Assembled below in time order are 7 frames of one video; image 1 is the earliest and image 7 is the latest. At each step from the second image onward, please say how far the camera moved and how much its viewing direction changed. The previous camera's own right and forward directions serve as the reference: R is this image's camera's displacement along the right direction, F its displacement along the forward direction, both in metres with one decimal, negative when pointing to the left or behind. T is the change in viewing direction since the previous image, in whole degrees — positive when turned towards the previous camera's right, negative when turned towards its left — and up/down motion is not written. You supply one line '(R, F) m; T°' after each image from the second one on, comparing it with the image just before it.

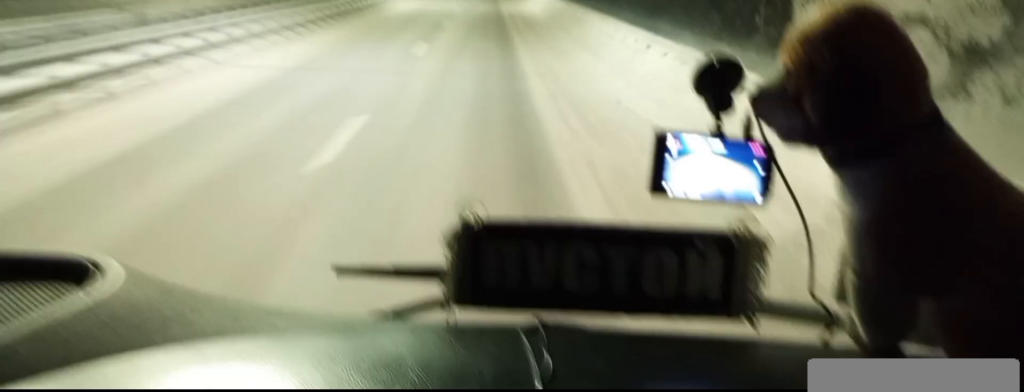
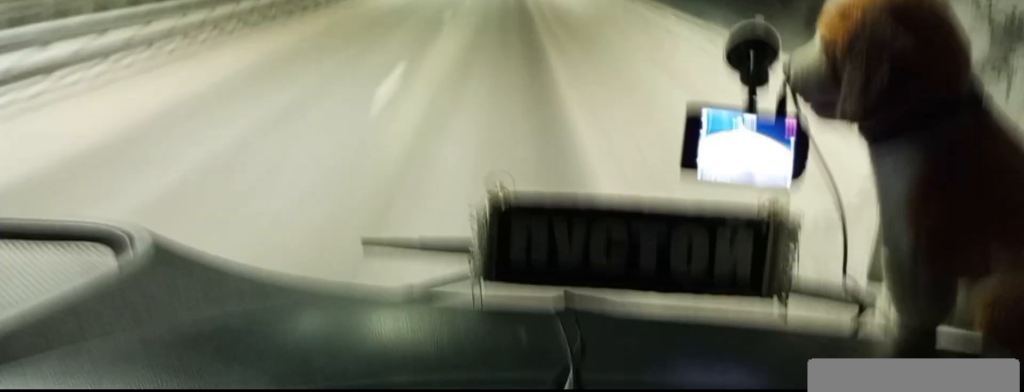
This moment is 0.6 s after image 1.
(+0.1, +13.6) m; +1°
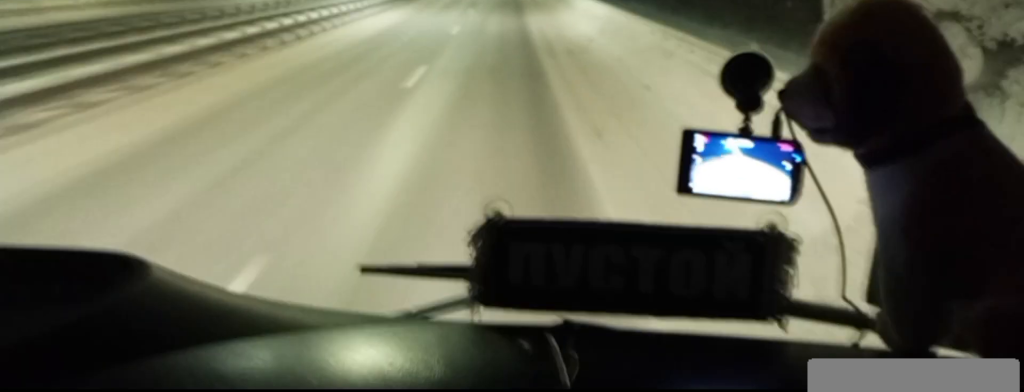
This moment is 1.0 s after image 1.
(0.0, +11.2) m; 0°
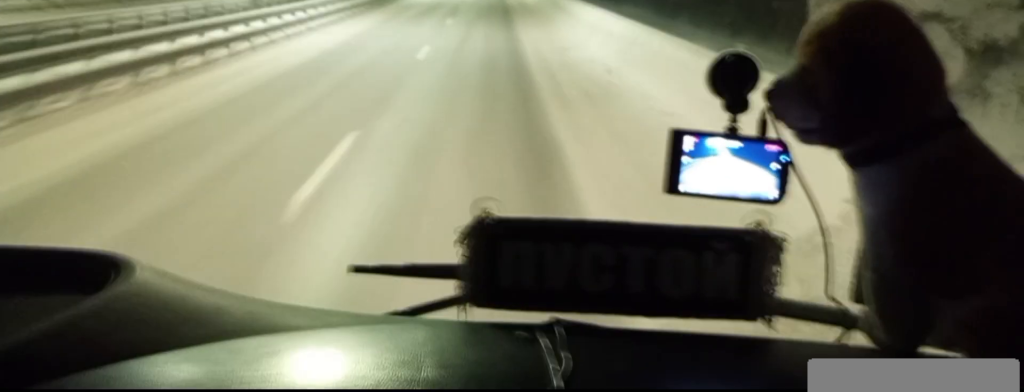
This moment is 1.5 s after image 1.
(0.0, +10.3) m; 0°
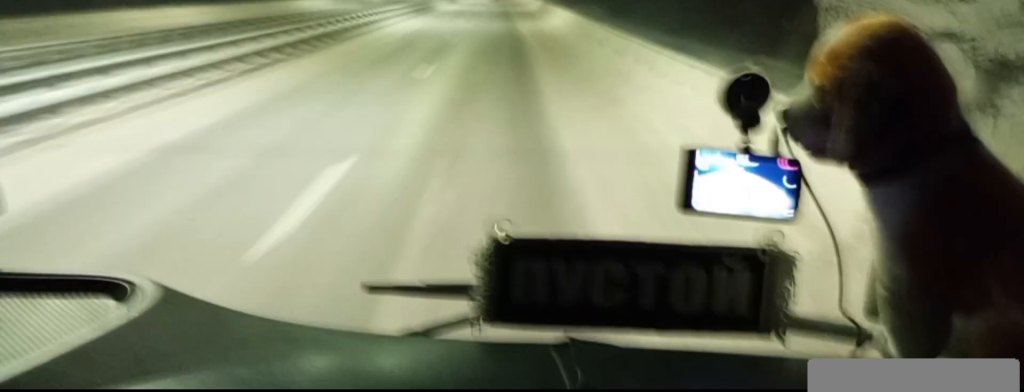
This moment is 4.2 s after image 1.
(-0.2, +63.4) m; 0°
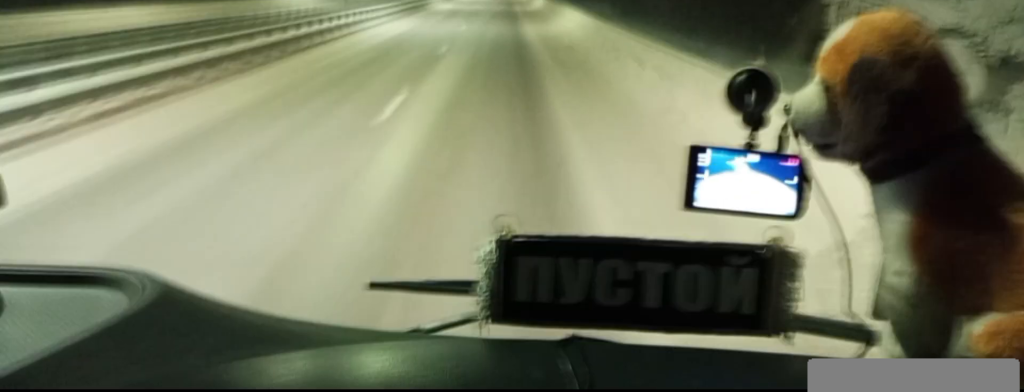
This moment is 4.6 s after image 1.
(+0.1, +9.3) m; 0°
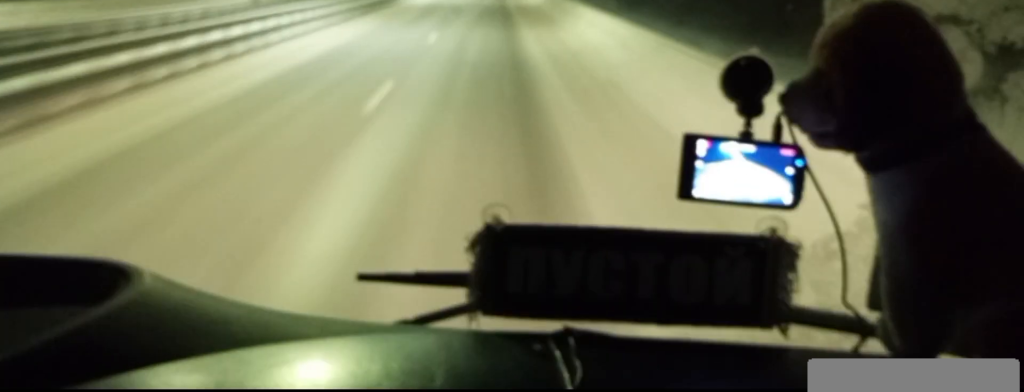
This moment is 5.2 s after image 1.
(-0.1, +15.7) m; -1°
